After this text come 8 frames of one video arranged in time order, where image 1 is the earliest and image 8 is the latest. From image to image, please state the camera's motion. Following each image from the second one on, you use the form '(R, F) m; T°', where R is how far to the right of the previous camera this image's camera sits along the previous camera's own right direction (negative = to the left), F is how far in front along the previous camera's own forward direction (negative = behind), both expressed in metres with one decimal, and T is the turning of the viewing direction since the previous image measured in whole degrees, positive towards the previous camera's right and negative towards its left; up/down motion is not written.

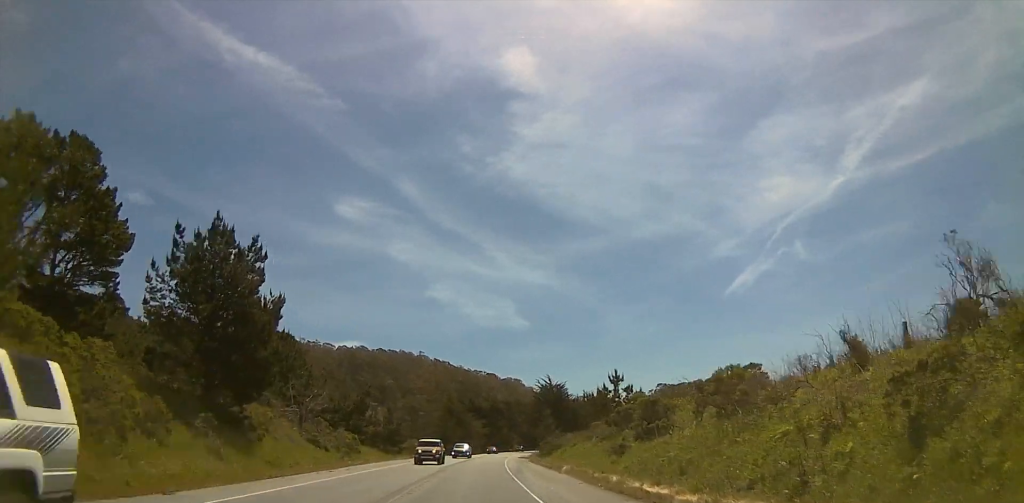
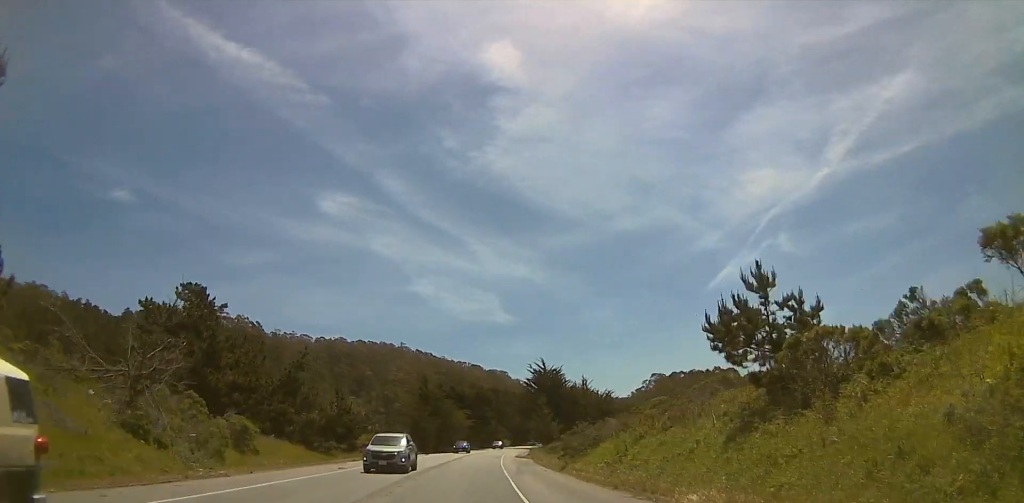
(-0.1, +23.3) m; +1°
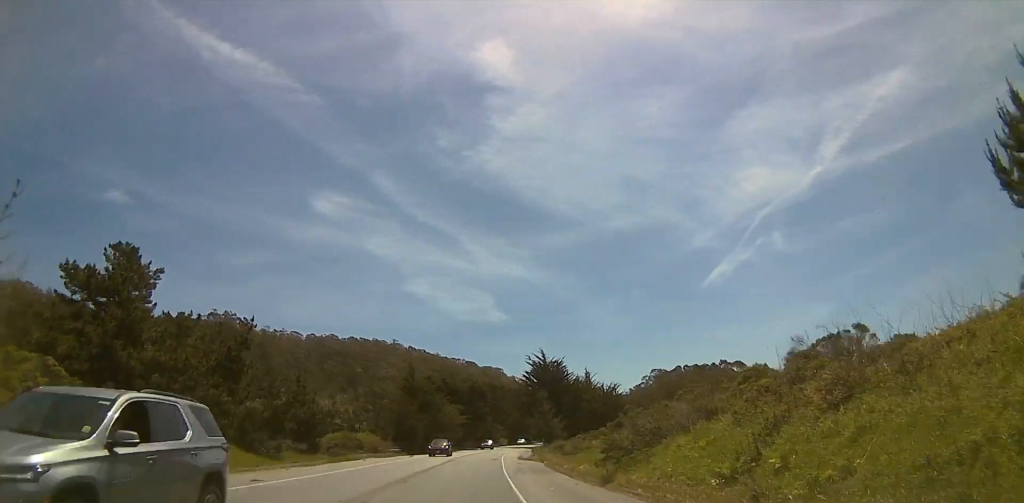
(-0.1, +12.1) m; +1°
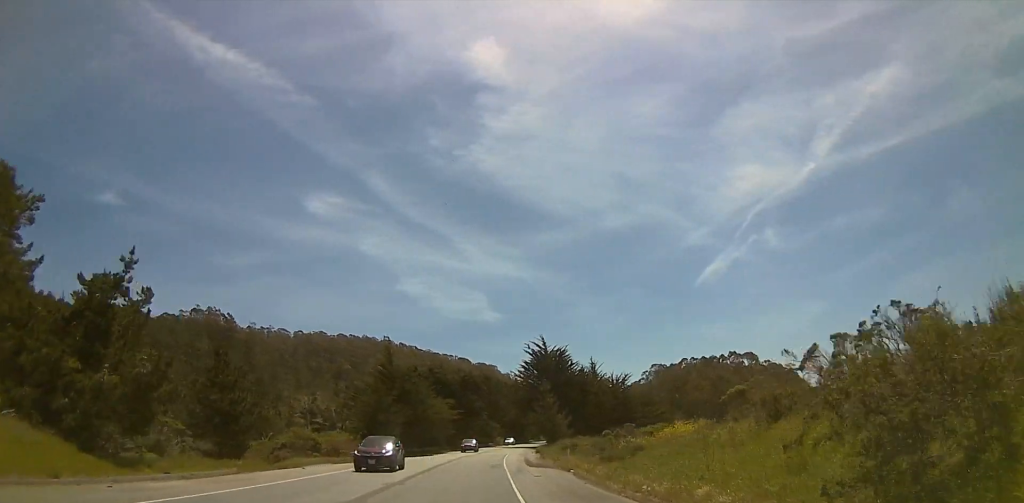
(+0.5, +15.3) m; +1°
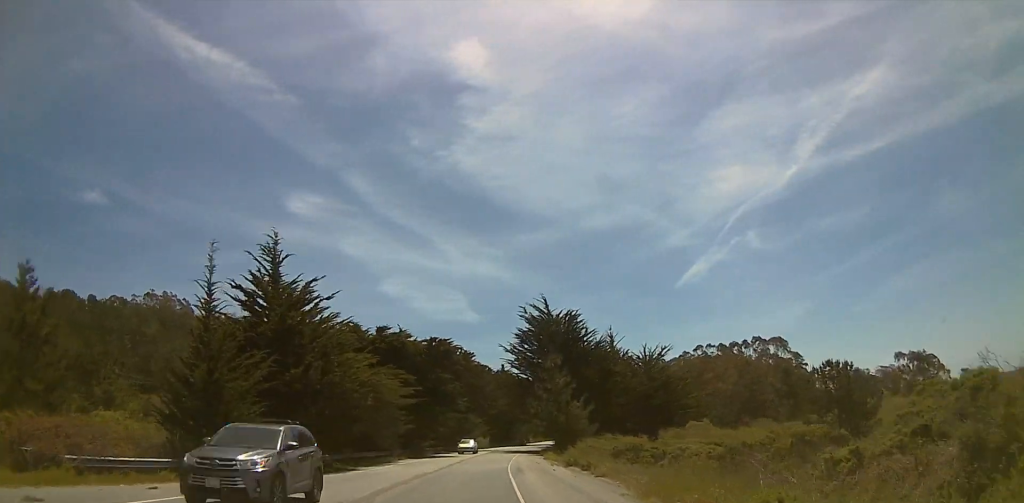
(+0.4, +34.4) m; +2°
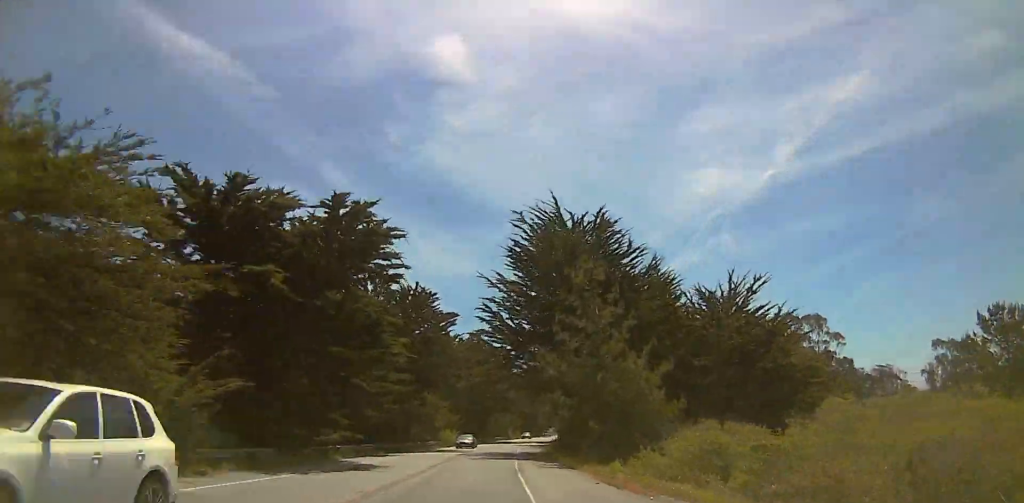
(+2.3, +35.8) m; +8°
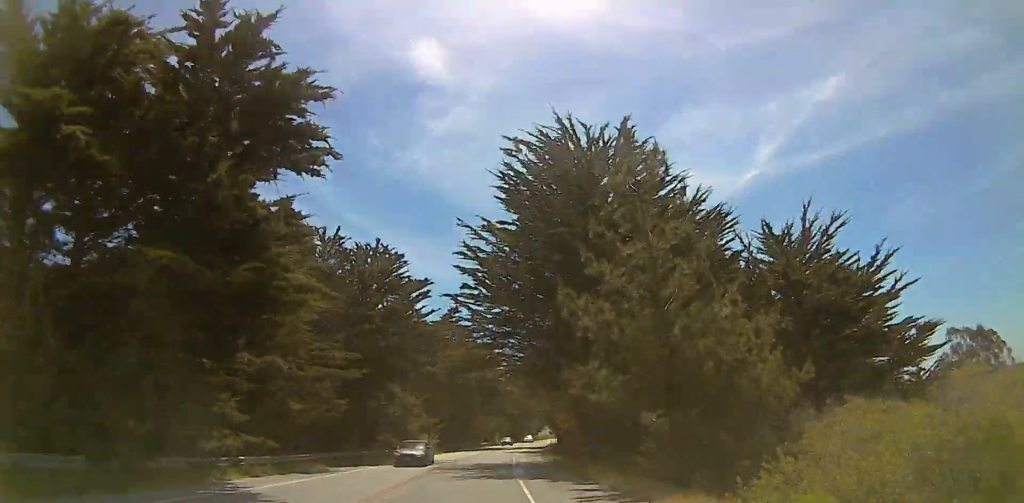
(+0.4, +14.5) m; +2°
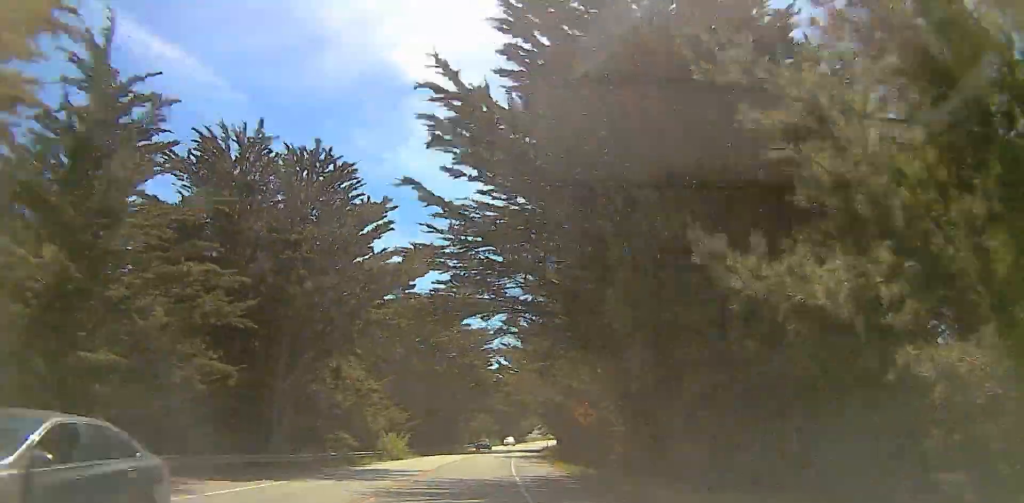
(0.0, +15.3) m; 0°
